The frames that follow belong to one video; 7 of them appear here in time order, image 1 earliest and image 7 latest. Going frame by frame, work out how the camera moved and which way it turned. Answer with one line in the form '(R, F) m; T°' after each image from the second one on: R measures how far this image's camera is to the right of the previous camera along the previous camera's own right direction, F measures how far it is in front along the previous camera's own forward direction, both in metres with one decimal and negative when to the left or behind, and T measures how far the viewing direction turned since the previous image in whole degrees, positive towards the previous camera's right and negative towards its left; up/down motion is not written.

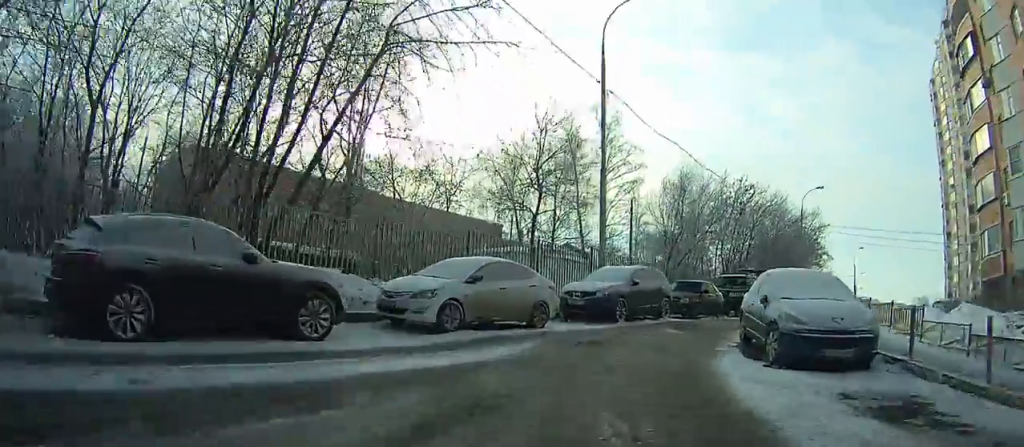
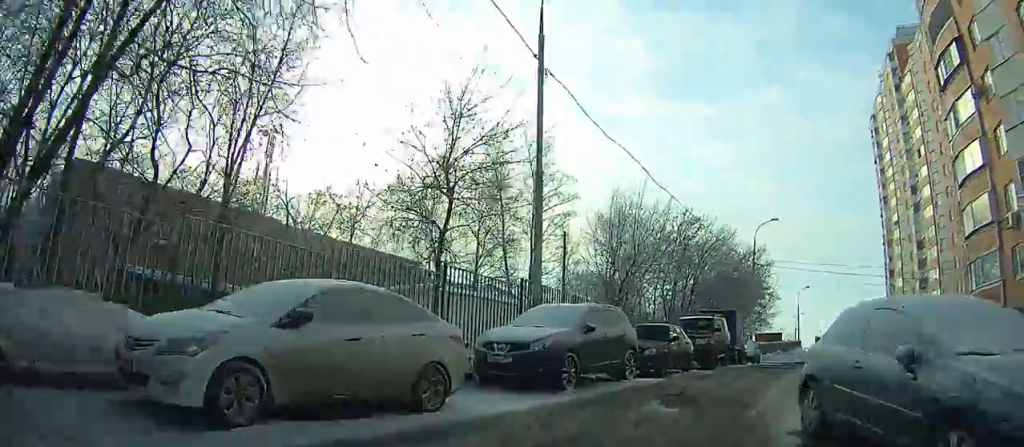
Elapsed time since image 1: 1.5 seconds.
(+0.3, +6.8) m; +9°
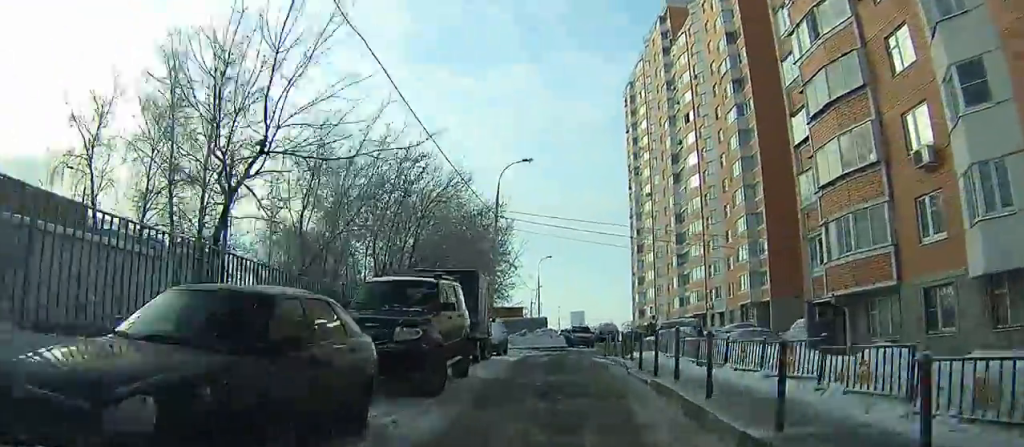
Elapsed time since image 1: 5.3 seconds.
(+3.3, +14.4) m; +19°
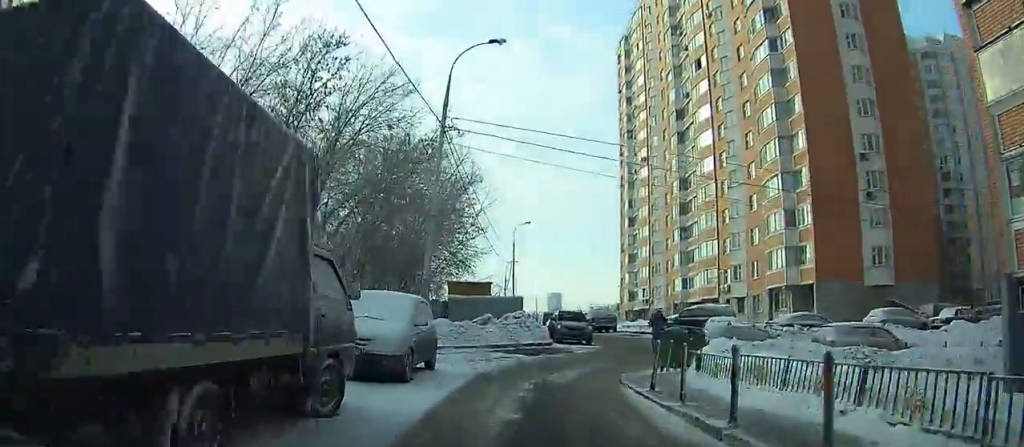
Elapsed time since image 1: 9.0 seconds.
(+0.1, +12.6) m; +4°
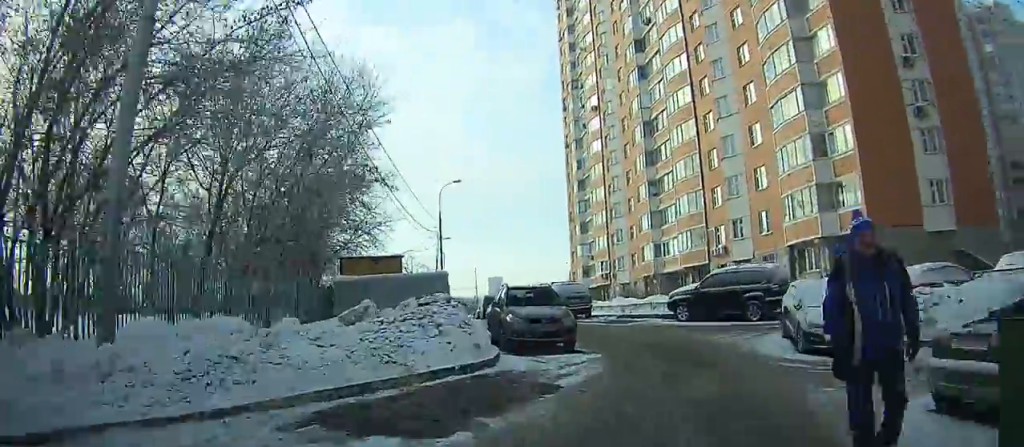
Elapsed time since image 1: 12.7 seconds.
(+0.7, +12.5) m; +1°
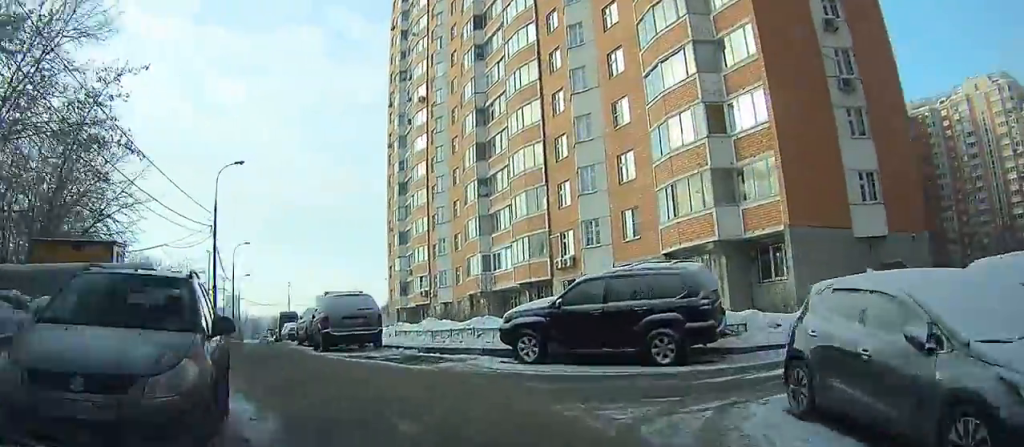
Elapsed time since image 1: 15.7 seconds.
(-0.5, +11.2) m; -5°
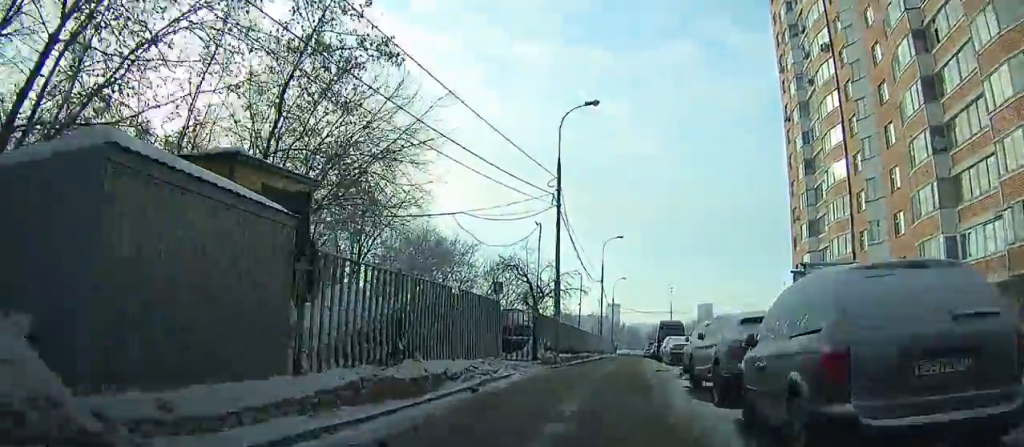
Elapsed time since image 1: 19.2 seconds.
(-0.8, +15.4) m; -2°
